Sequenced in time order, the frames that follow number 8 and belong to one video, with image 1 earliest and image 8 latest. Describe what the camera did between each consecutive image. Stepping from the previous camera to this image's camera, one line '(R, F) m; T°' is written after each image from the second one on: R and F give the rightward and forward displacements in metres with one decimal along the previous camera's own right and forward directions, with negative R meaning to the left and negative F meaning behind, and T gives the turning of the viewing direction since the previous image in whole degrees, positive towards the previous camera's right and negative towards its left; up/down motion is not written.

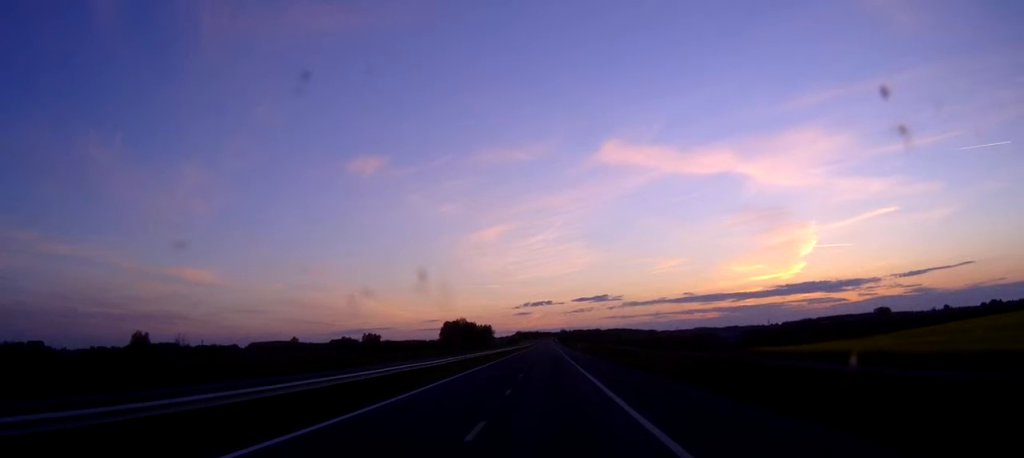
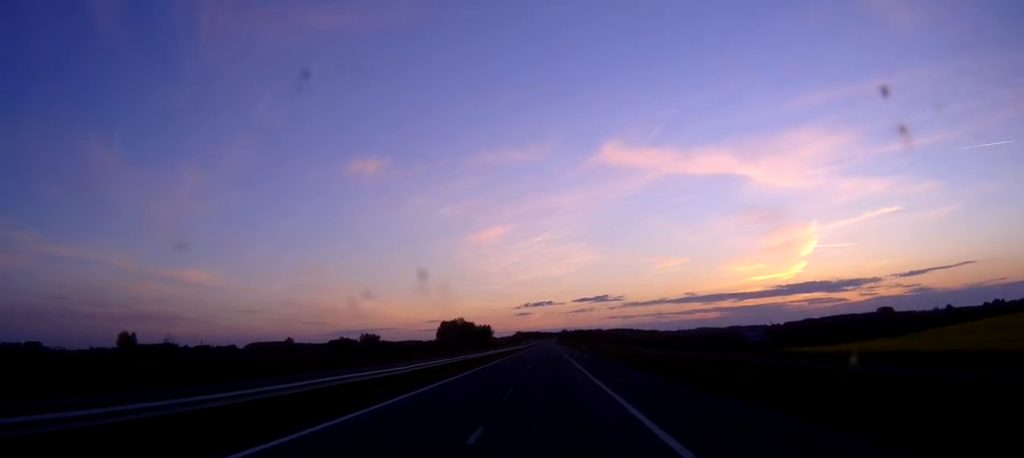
(0.0, +12.7) m; 0°
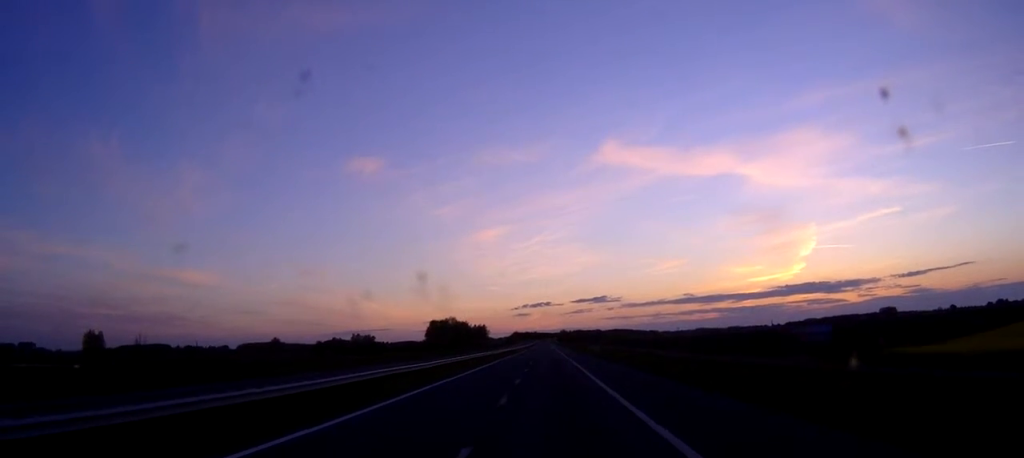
(0.0, +27.2) m; 0°
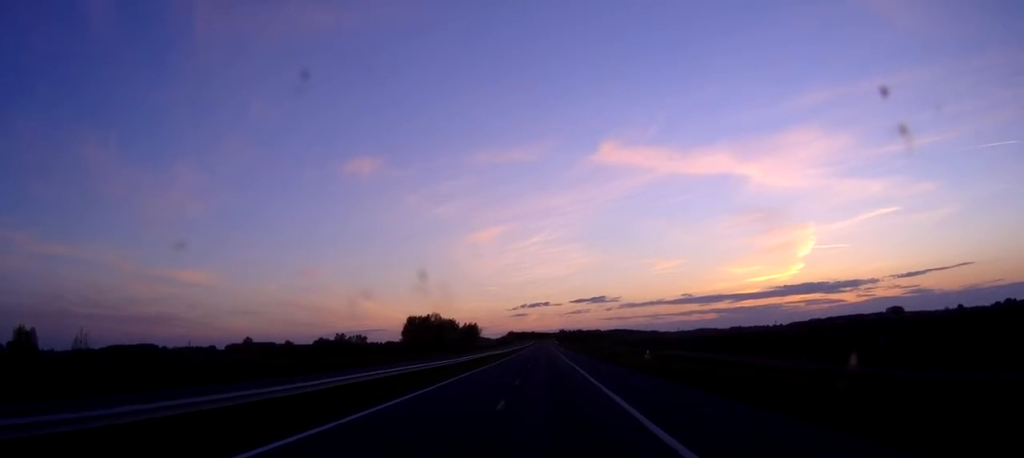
(+0.2, +48.8) m; +1°
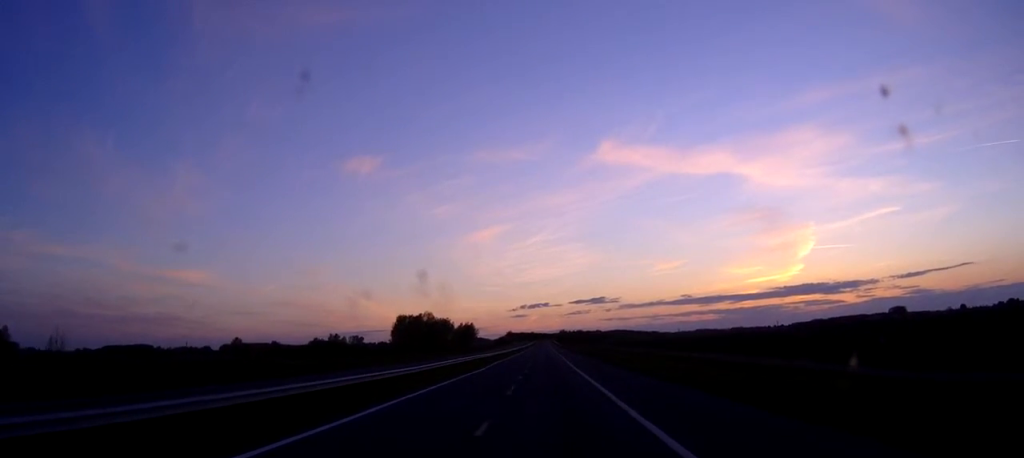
(+0.1, +17.9) m; 0°
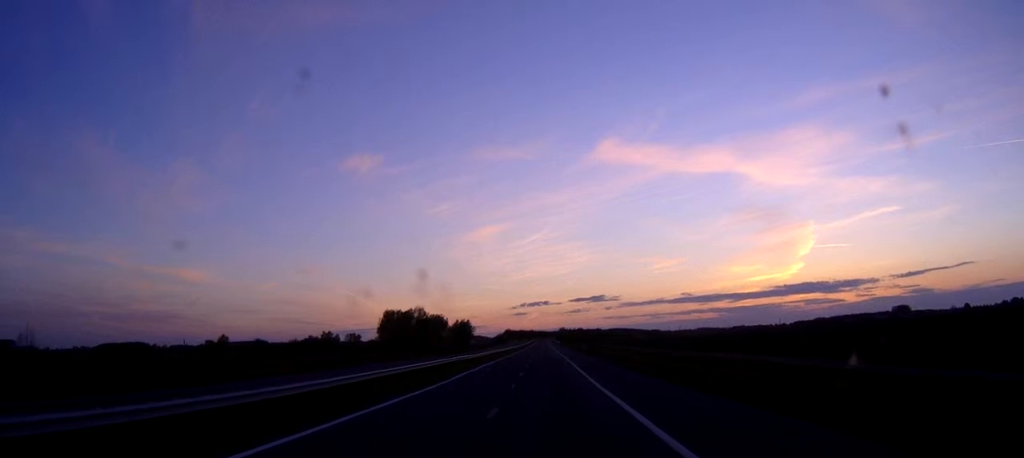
(-0.1, +20.6) m; 0°
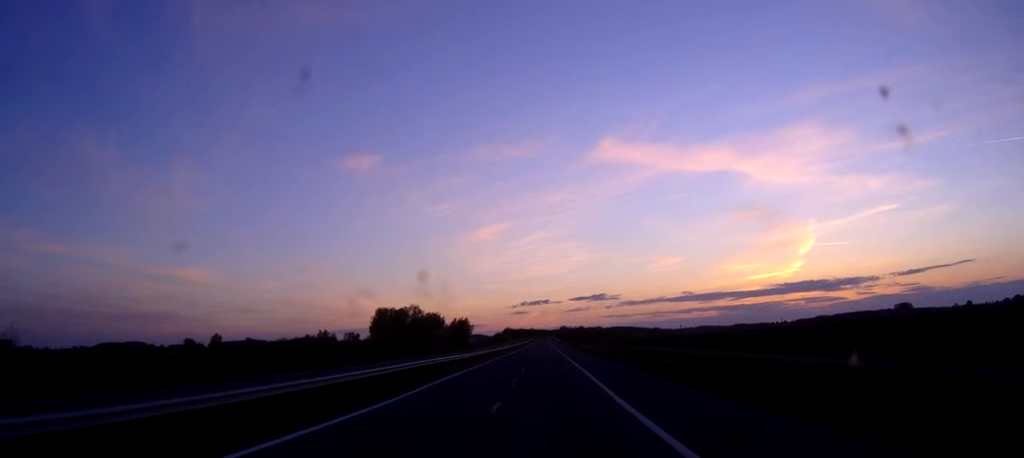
(-0.1, +10.7) m; 0°
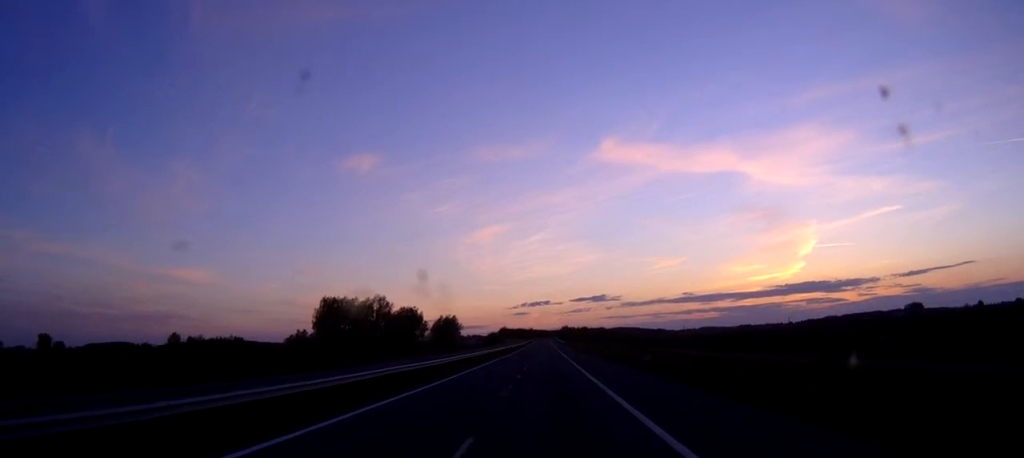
(+0.4, +55.5) m; 0°
